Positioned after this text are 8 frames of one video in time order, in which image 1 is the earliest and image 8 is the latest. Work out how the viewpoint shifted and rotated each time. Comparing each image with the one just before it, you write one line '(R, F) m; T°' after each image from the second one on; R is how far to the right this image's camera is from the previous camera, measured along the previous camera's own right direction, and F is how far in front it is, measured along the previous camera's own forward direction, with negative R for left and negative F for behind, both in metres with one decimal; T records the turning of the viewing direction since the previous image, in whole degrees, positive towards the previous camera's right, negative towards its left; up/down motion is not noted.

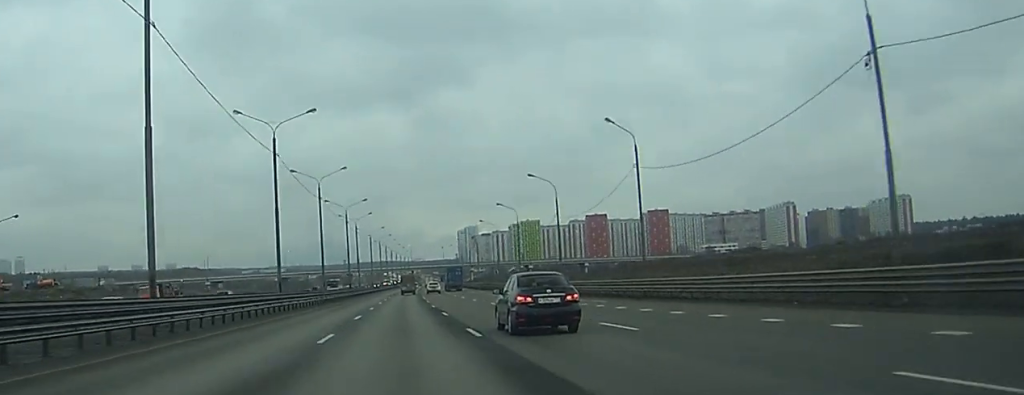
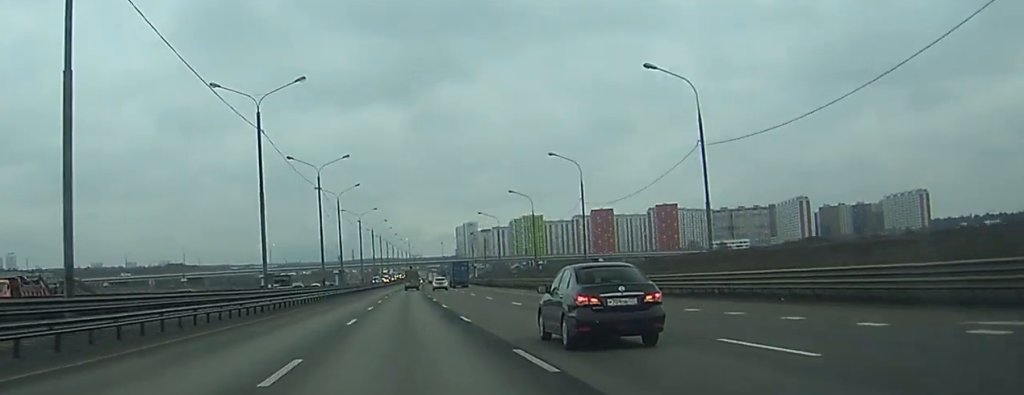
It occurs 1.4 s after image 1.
(+0.1, +41.4) m; 0°
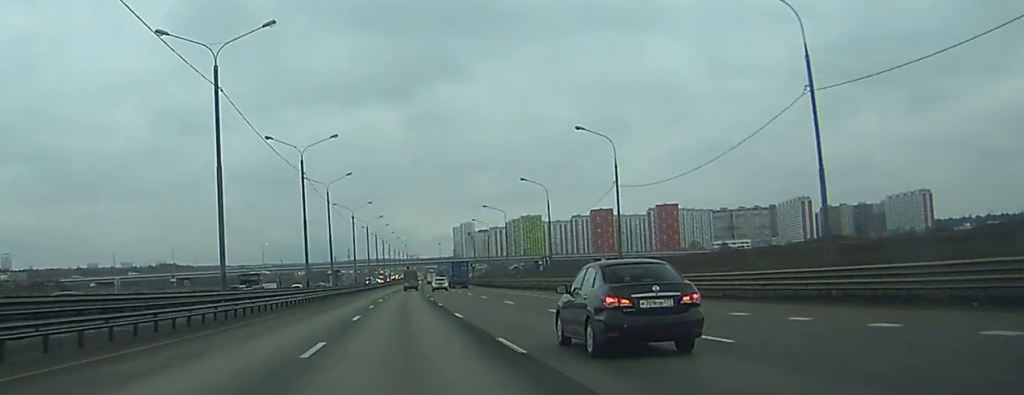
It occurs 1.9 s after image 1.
(0.0, +12.5) m; 0°
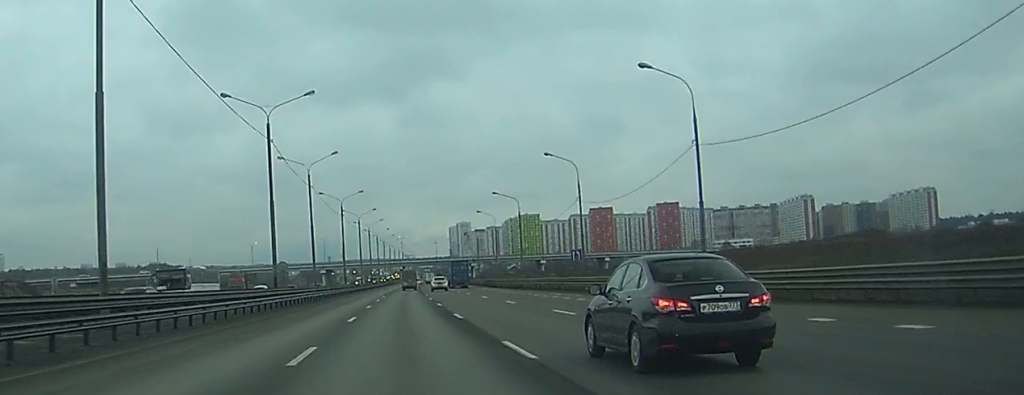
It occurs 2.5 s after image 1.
(0.0, +17.3) m; 0°
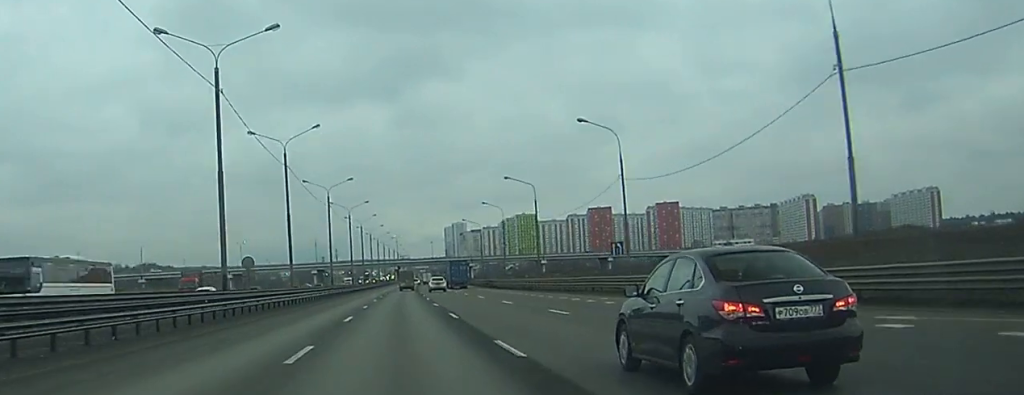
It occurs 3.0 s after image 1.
(0.0, +15.4) m; 0°
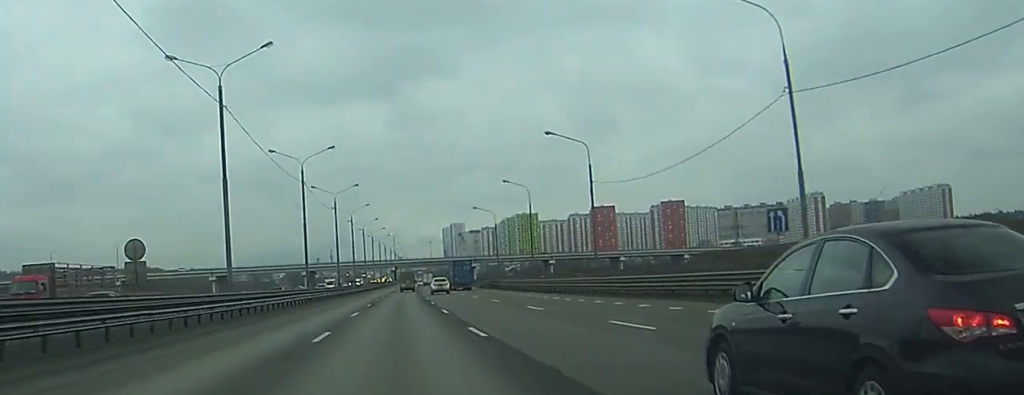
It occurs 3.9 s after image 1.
(+0.1, +26.0) m; 0°
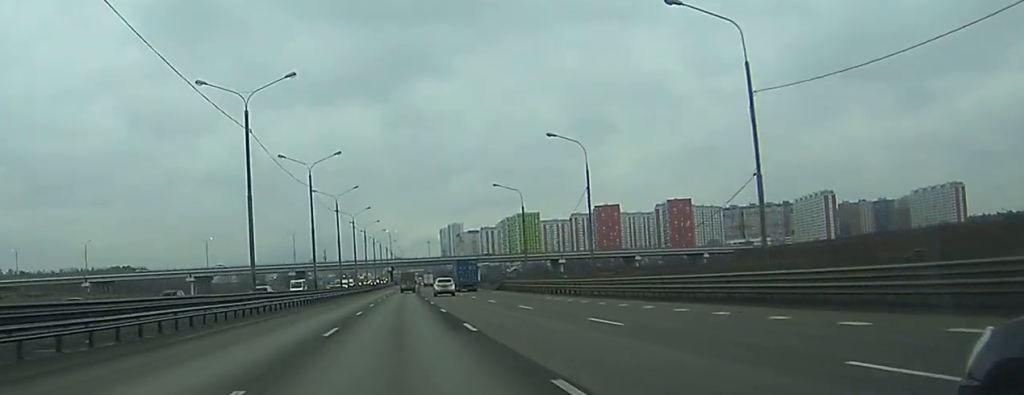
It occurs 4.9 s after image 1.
(0.0, +28.9) m; 0°
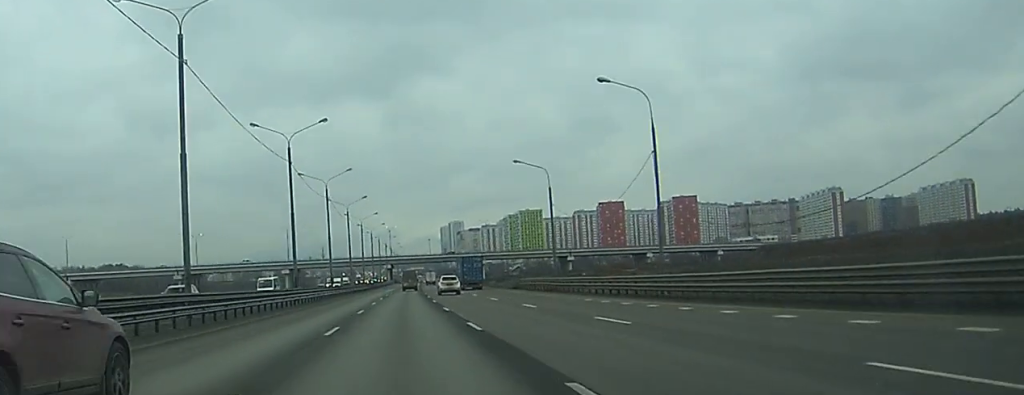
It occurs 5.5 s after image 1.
(0.0, +16.4) m; 0°
